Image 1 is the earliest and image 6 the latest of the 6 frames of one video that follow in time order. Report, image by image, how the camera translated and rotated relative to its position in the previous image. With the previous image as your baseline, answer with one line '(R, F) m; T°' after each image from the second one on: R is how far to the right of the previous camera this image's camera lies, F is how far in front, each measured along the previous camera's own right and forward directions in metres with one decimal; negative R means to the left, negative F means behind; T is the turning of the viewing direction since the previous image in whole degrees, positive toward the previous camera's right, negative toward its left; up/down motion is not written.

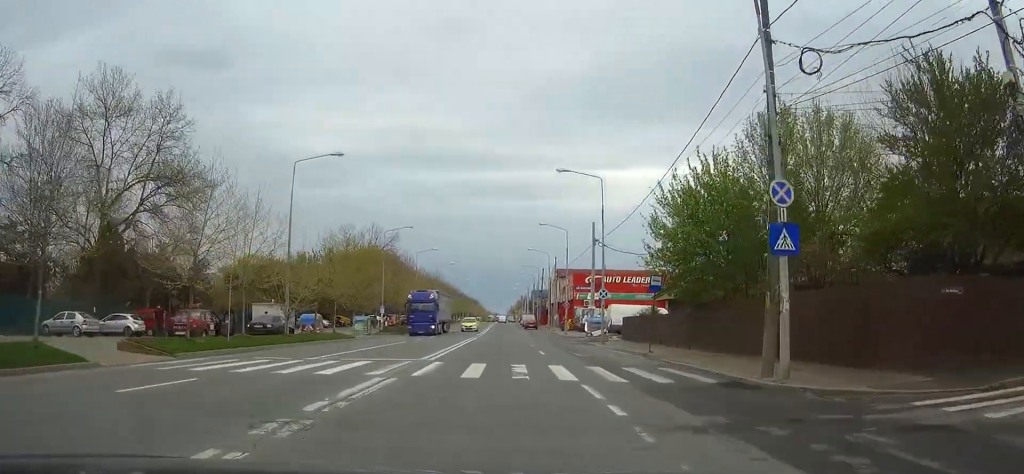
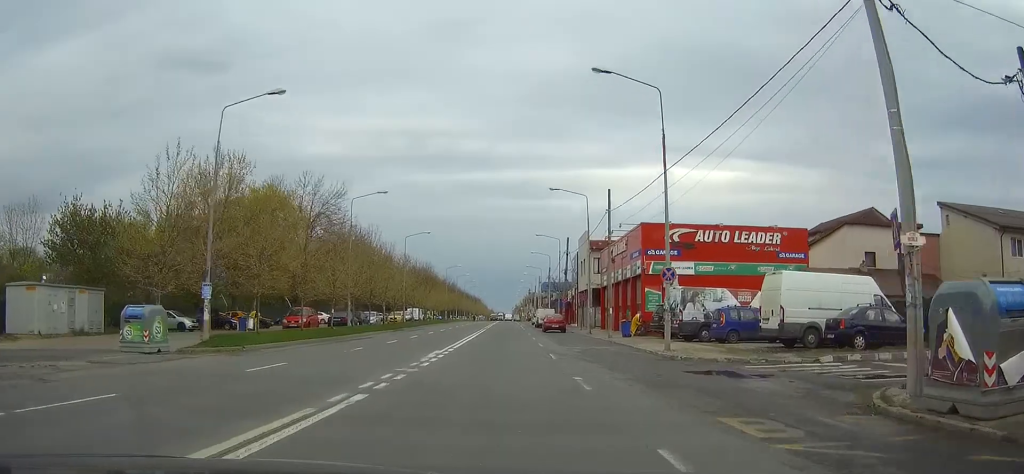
(+0.2, +41.0) m; 0°
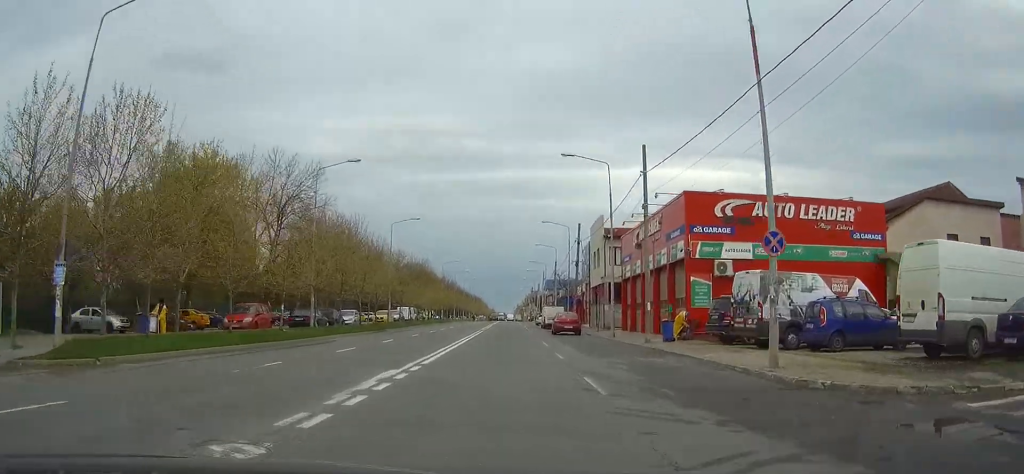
(-0.1, +10.5) m; 0°
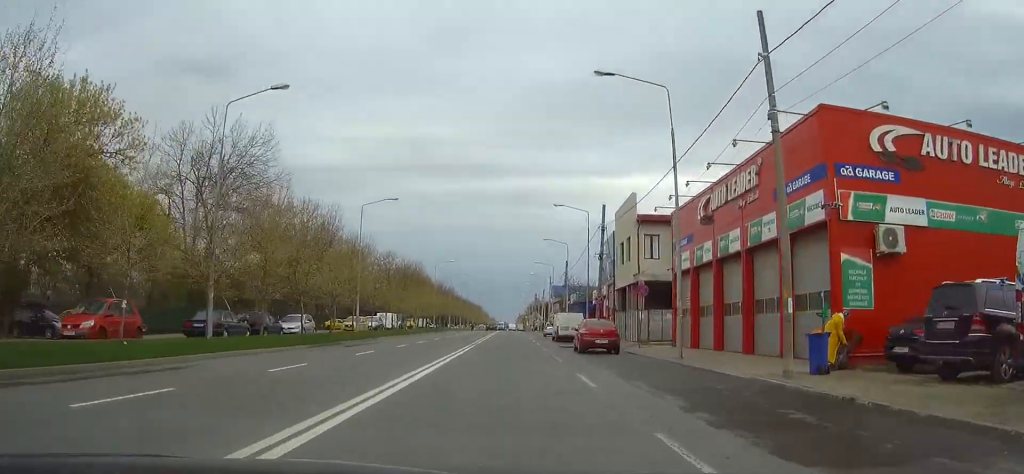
(0.0, +15.4) m; 0°
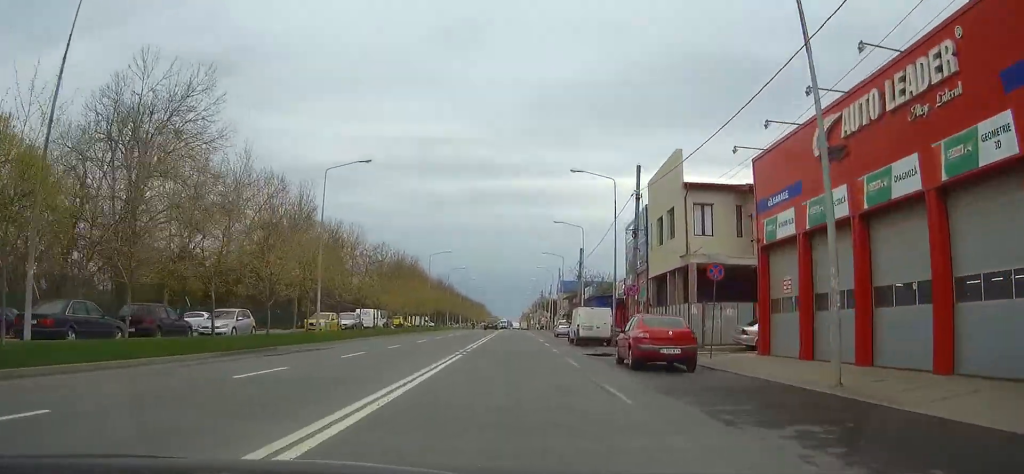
(0.0, +12.3) m; 0°
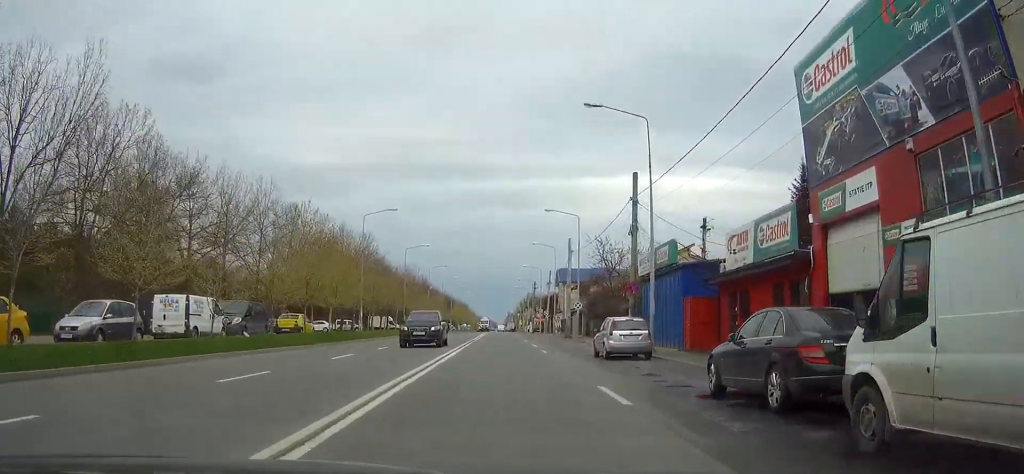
(+0.2, +35.8) m; +1°
